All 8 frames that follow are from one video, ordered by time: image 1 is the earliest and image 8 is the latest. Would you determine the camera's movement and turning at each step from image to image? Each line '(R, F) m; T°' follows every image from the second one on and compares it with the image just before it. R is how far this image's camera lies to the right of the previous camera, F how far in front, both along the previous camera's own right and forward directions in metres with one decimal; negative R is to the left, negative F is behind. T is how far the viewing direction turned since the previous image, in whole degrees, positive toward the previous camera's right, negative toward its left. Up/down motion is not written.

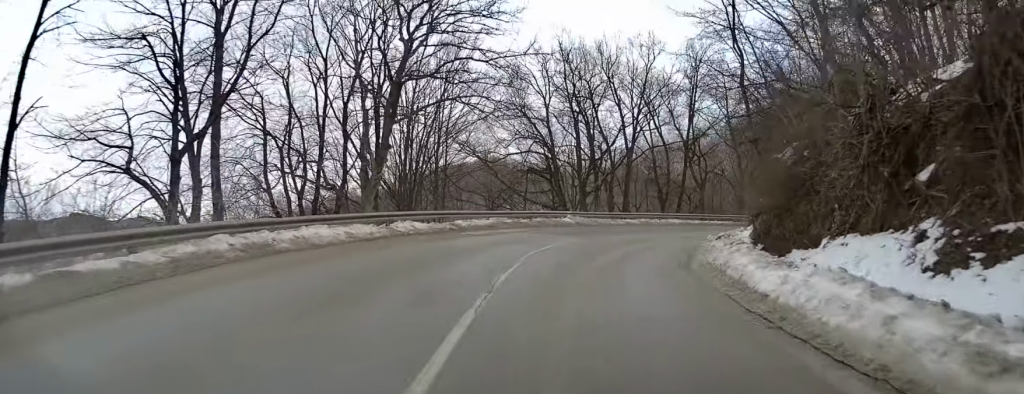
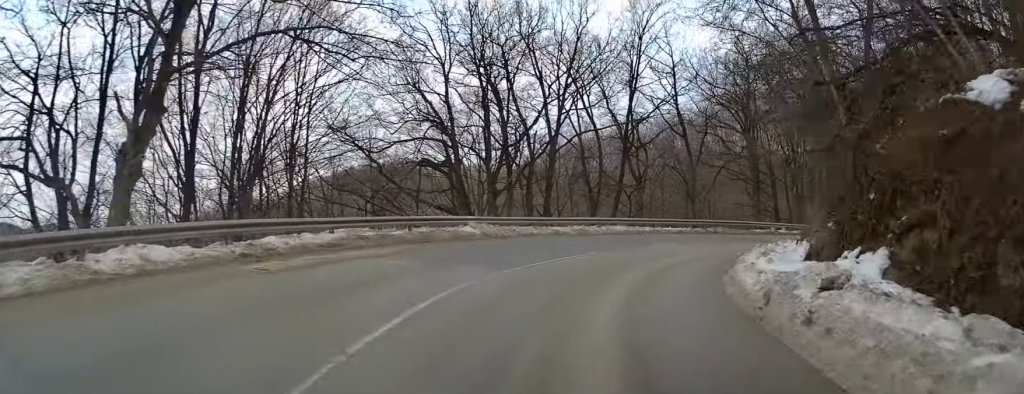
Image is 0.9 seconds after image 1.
(+0.3, +11.1) m; +8°
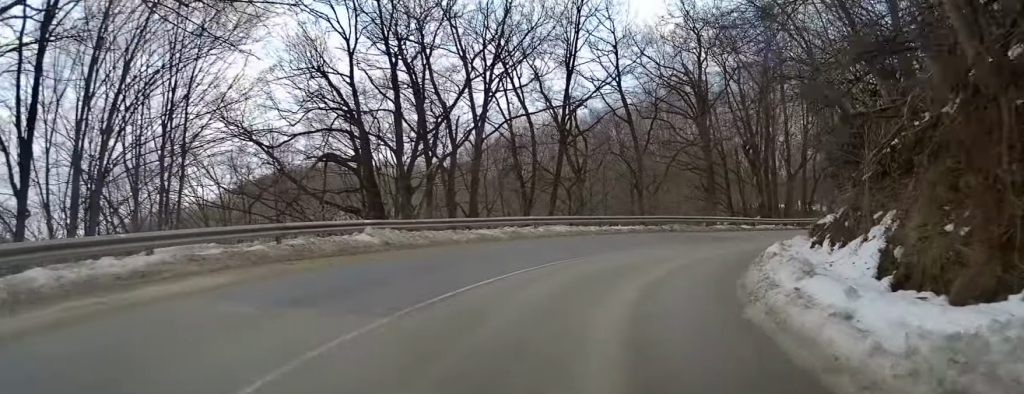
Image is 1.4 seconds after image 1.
(+0.5, +5.0) m; +6°
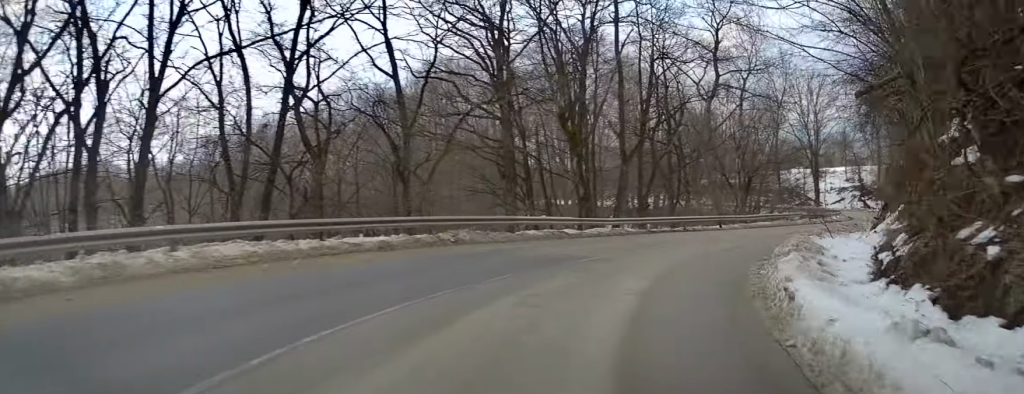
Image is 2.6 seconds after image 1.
(+1.7, +12.4) m; +16°
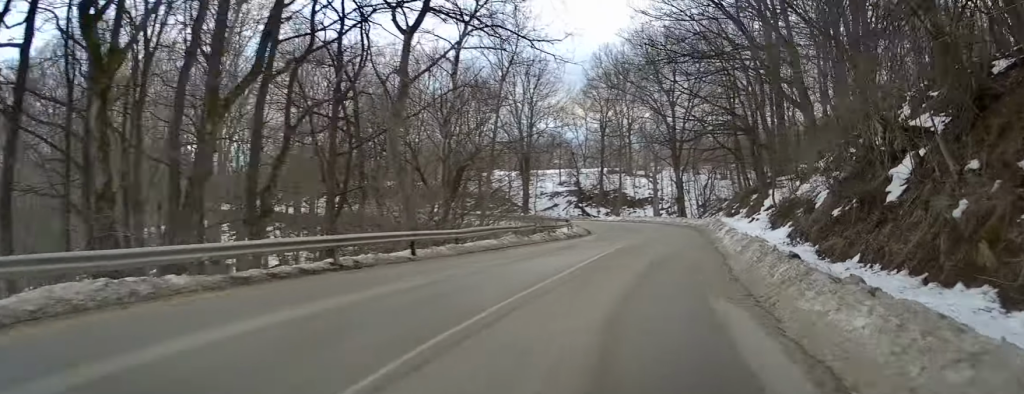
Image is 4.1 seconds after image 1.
(+2.9, +16.5) m; +20°
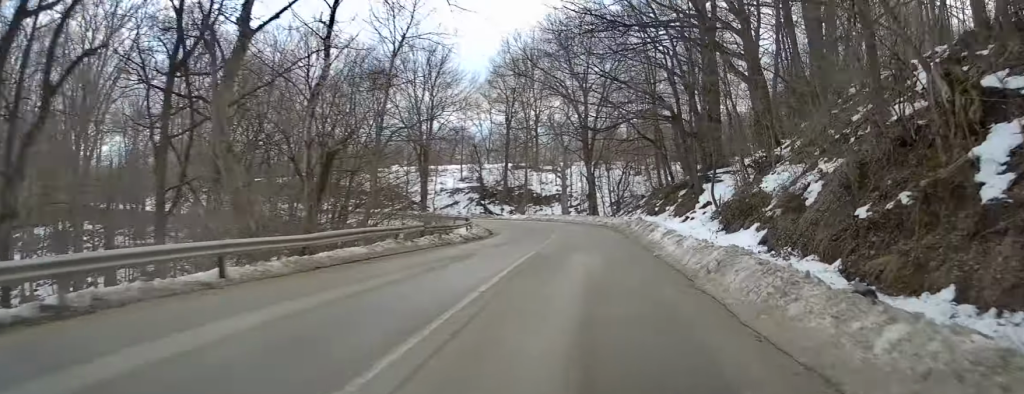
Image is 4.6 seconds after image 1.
(+0.5, +6.1) m; +6°
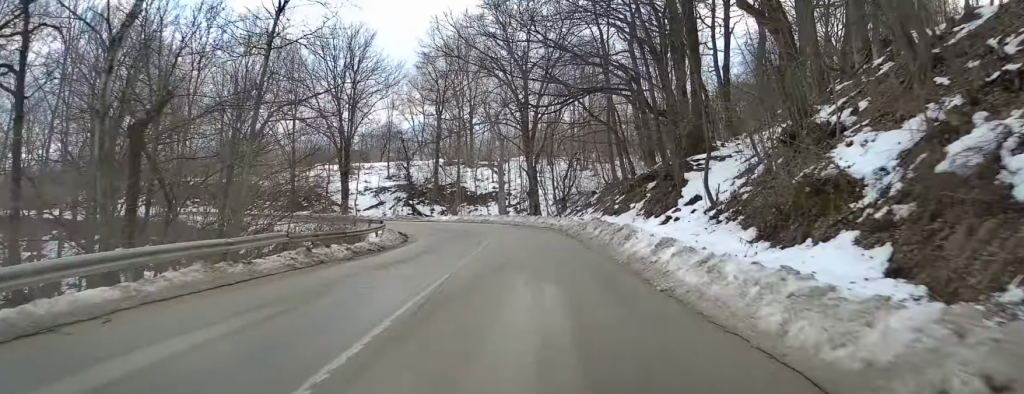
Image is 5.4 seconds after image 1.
(+0.6, +8.7) m; +6°
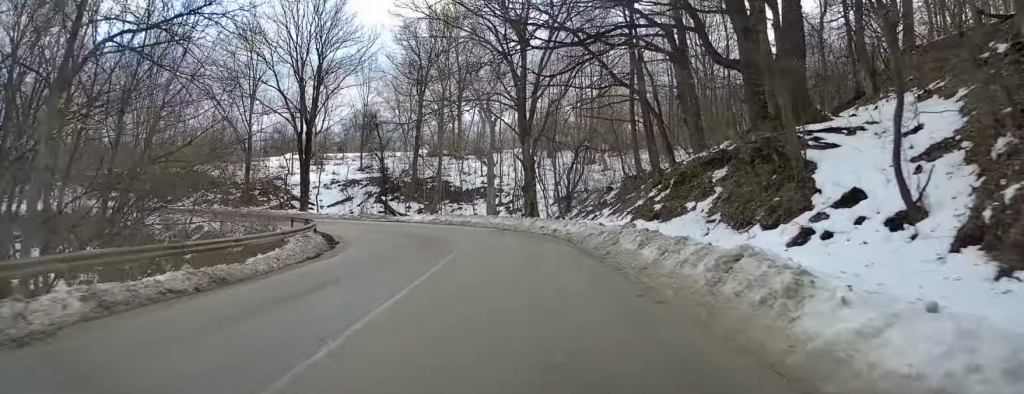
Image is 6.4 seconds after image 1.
(+0.7, +11.7) m; +4°
